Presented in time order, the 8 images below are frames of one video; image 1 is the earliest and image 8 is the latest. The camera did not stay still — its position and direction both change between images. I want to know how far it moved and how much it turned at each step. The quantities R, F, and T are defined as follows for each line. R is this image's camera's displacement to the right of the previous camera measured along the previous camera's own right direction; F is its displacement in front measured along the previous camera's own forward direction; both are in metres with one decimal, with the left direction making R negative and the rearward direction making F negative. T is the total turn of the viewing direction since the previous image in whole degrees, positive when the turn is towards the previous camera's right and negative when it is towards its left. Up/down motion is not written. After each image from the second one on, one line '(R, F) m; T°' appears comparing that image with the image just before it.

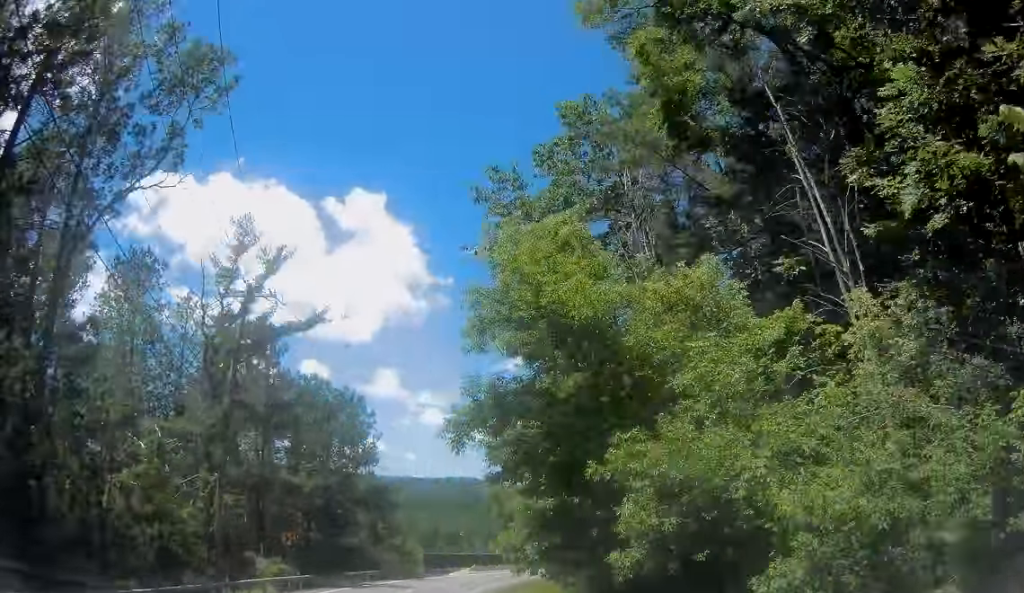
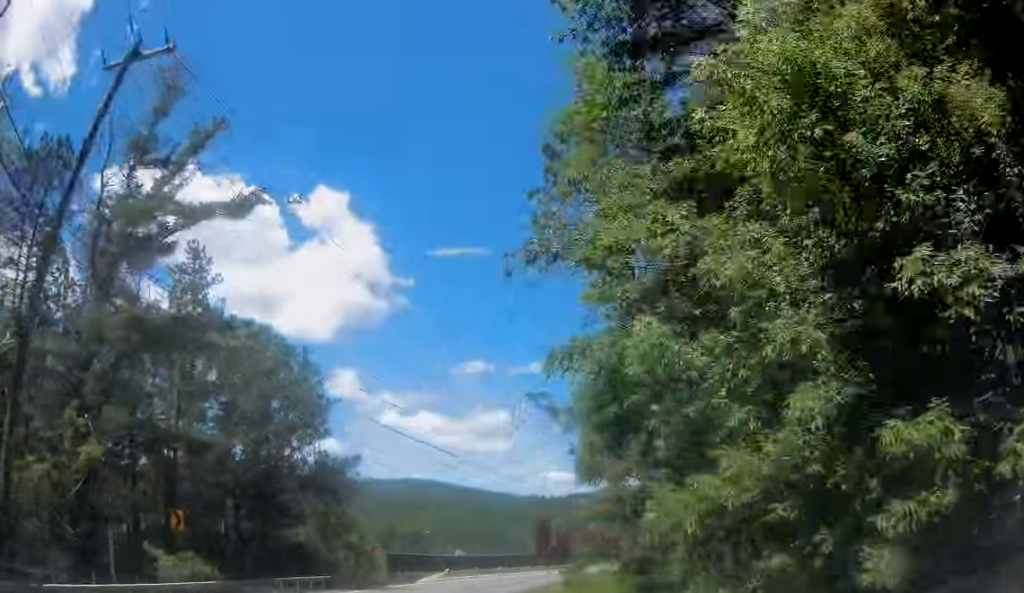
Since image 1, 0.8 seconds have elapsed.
(+0.7, +13.0) m; +5°
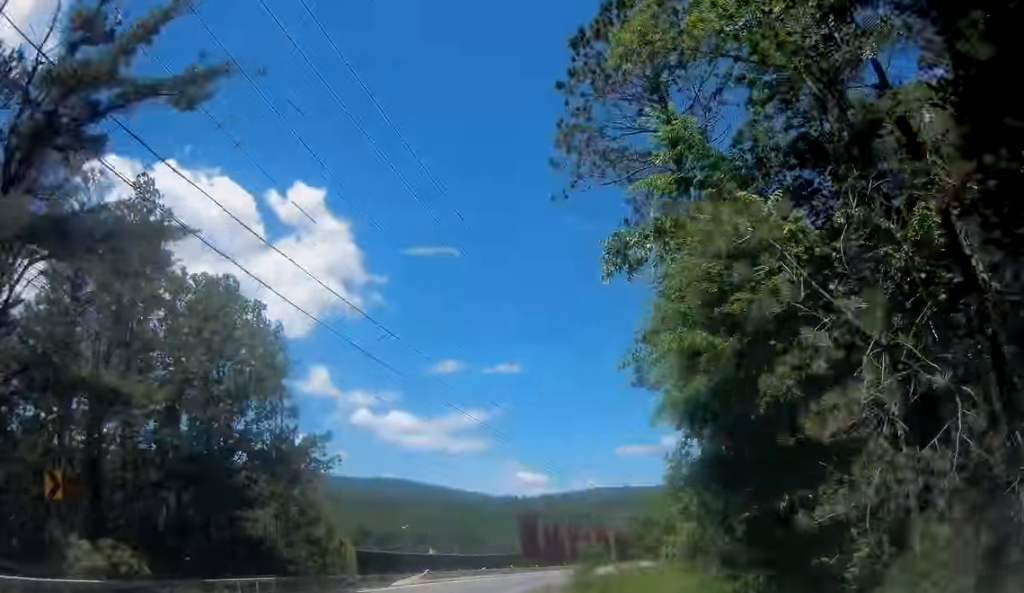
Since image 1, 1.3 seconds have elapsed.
(+0.2, +7.4) m; +2°
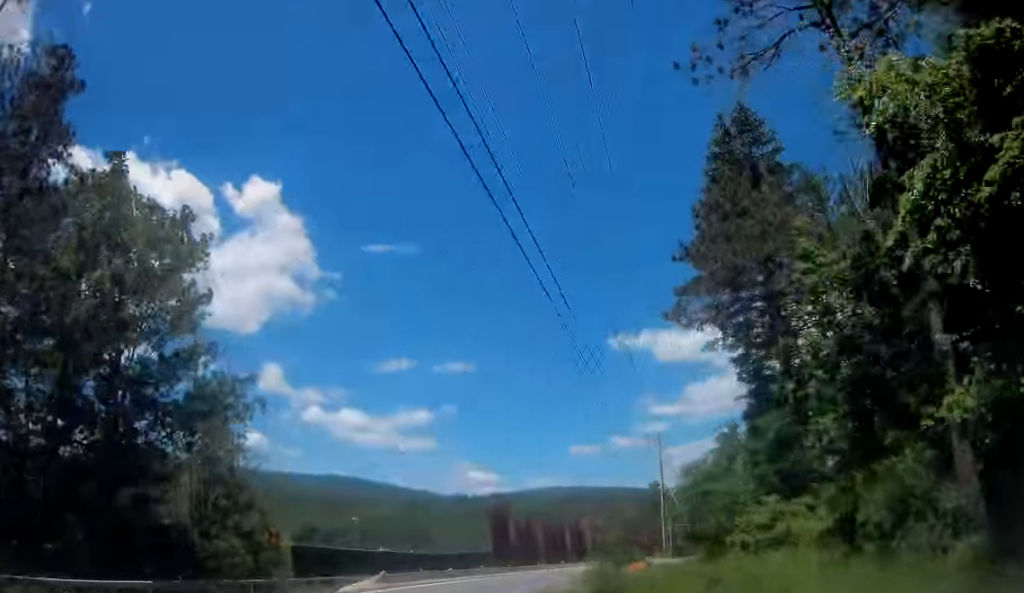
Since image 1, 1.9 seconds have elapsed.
(+0.3, +10.3) m; +4°
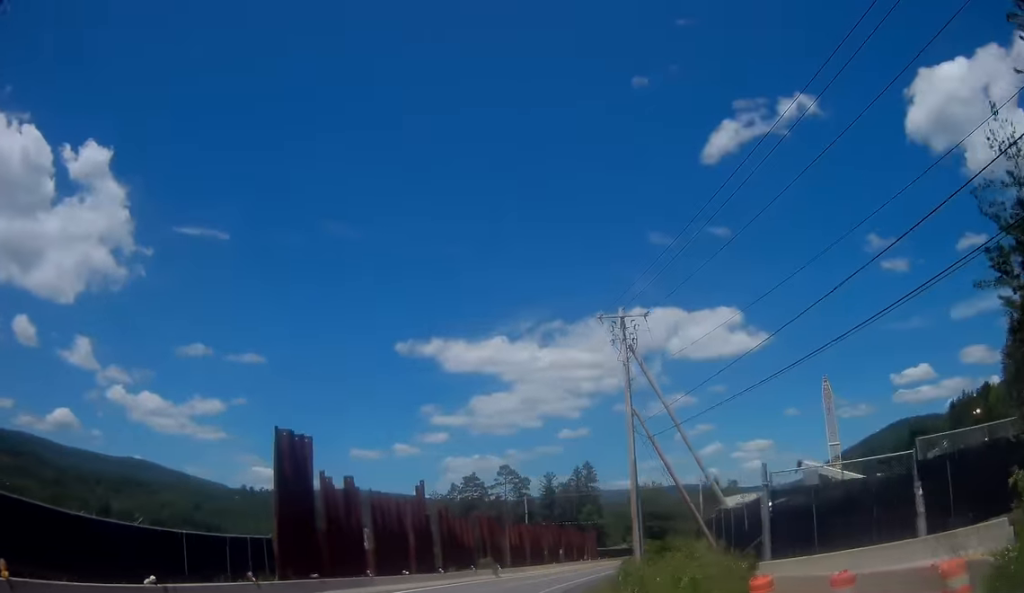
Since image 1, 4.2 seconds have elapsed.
(+5.9, +32.8) m; +22°
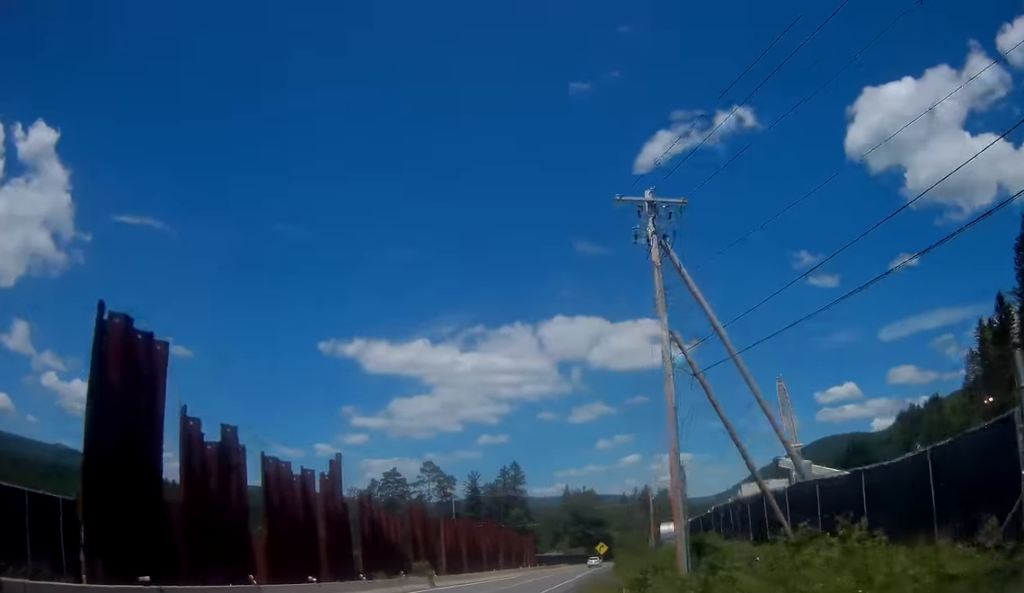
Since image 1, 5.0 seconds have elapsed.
(+0.8, +11.8) m; +8°
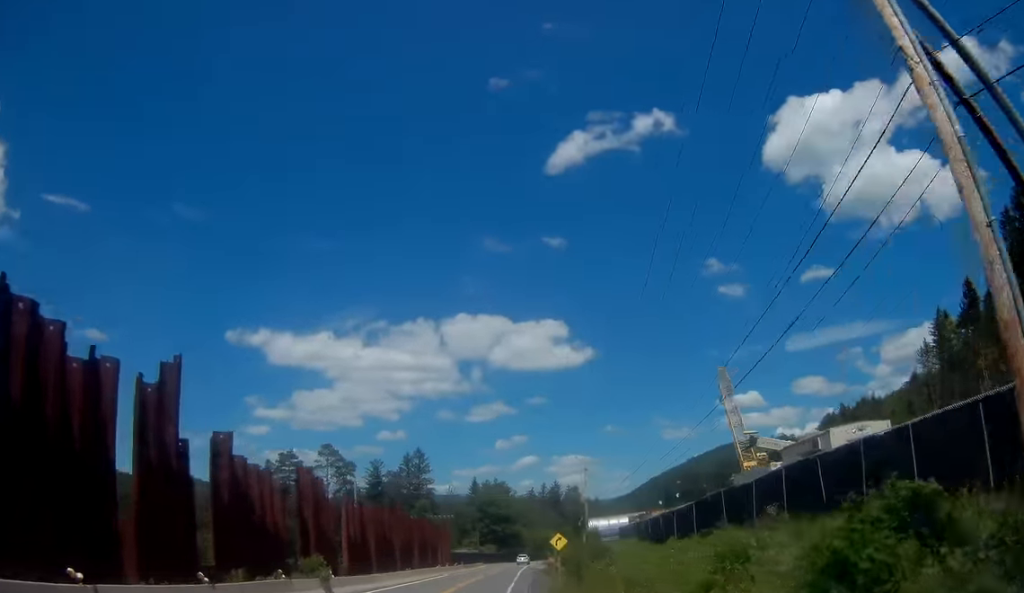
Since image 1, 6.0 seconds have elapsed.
(+1.2, +14.4) m; +10°
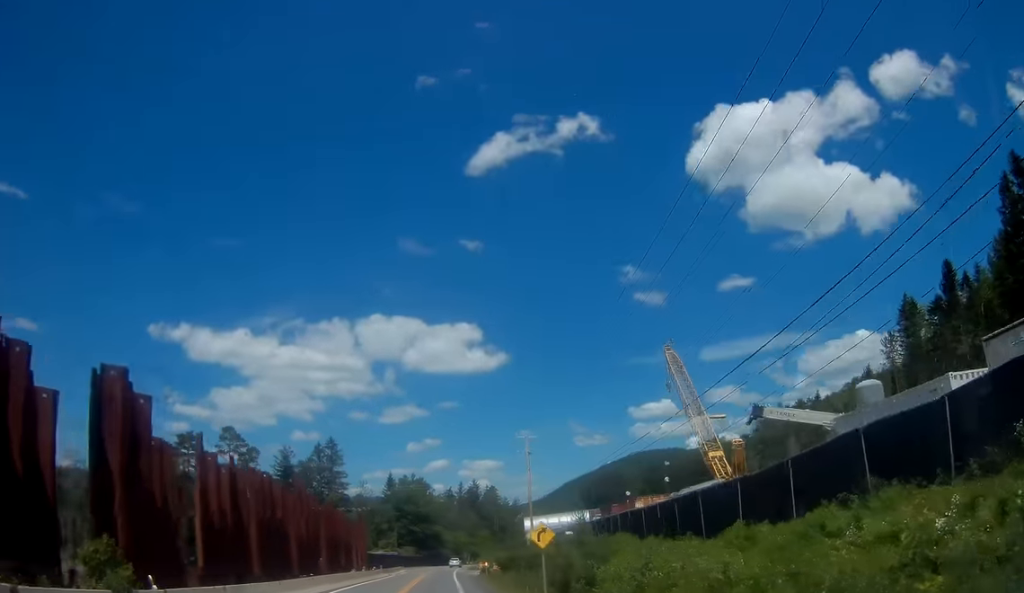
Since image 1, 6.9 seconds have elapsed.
(+1.2, +14.6) m; +7°
